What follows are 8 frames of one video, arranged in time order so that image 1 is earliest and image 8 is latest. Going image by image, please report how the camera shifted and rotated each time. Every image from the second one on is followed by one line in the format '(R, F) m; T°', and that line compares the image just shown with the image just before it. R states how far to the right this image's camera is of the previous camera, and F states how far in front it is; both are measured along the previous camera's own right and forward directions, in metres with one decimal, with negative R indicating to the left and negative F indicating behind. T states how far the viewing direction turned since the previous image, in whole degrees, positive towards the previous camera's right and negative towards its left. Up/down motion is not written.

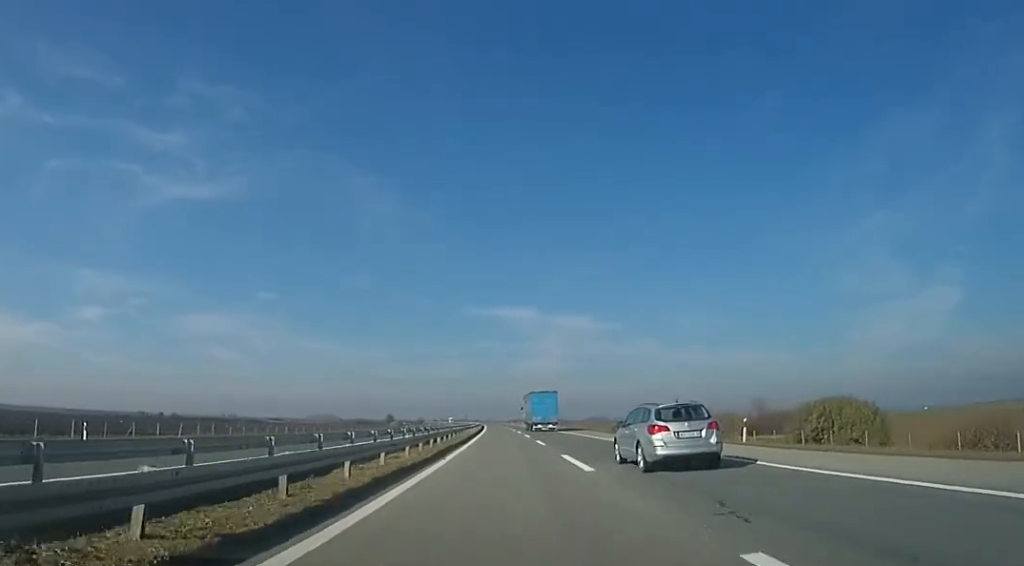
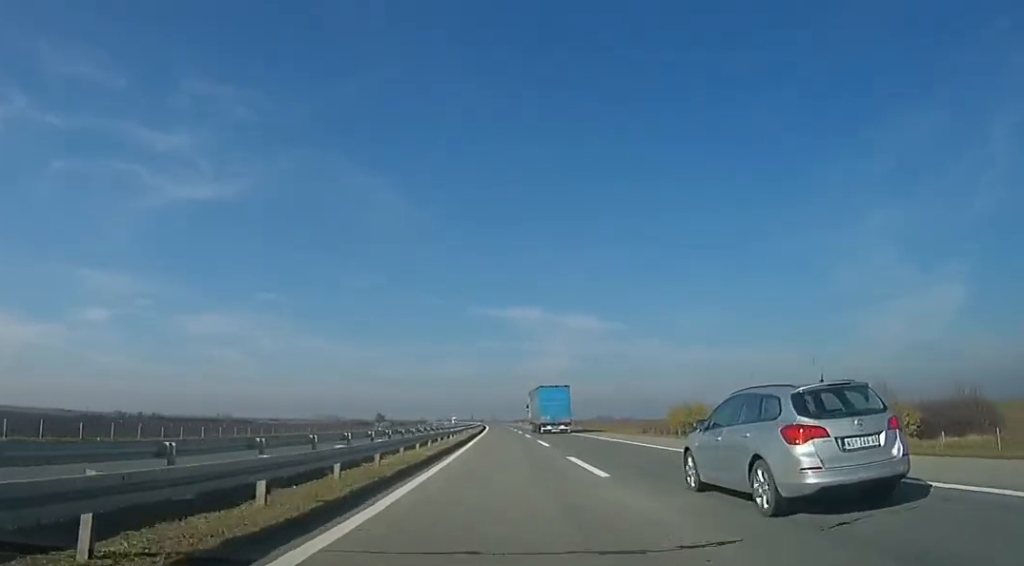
(-0.2, +32.5) m; 0°
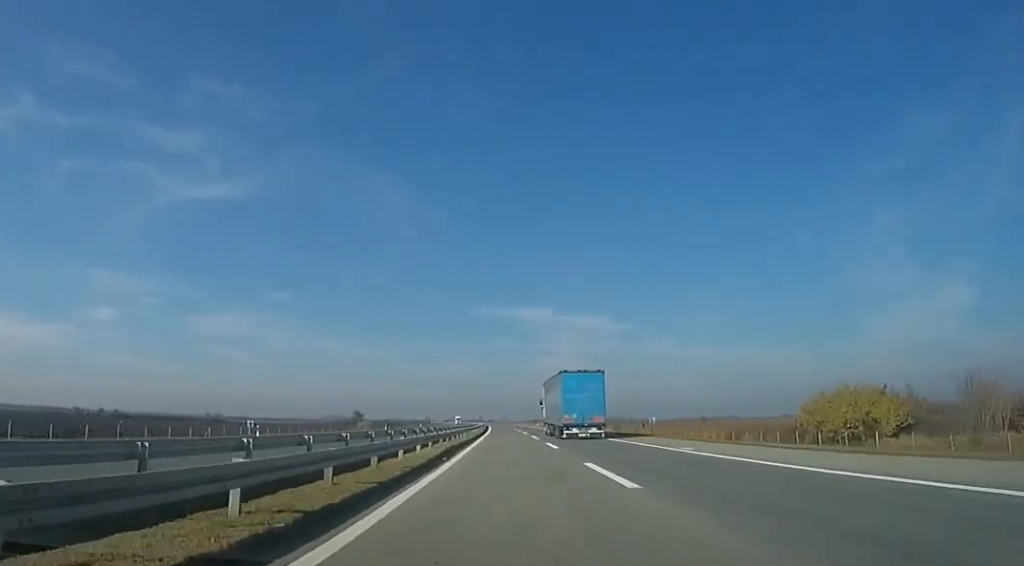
(-0.1, +48.9) m; -1°
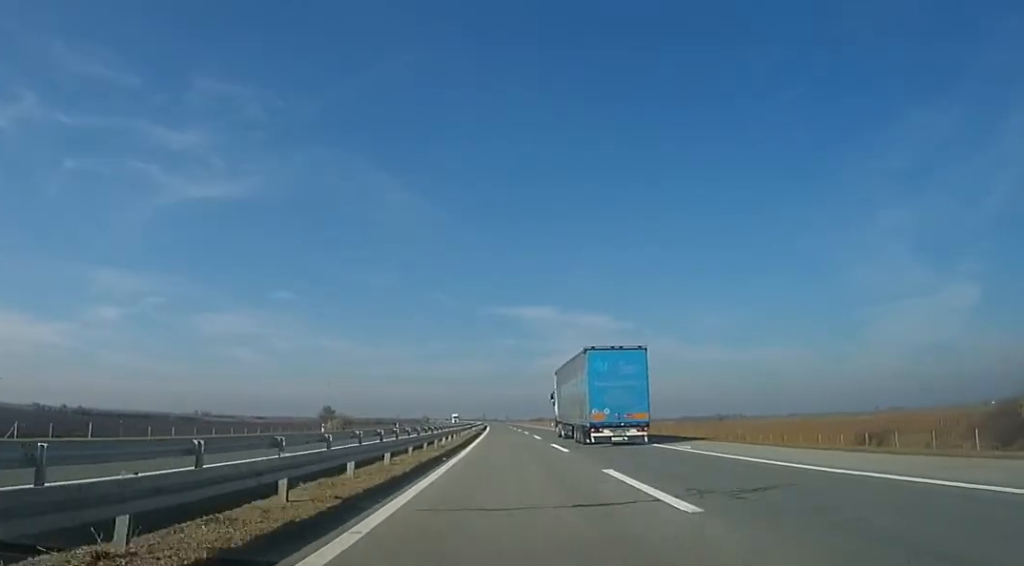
(-0.3, +34.5) m; 0°
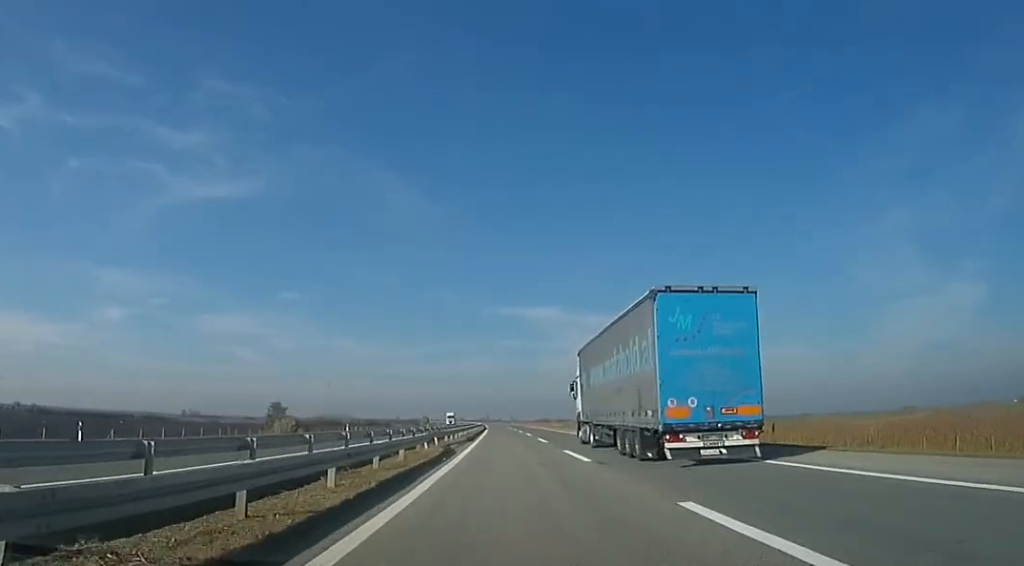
(+0.5, +37.8) m; +1°
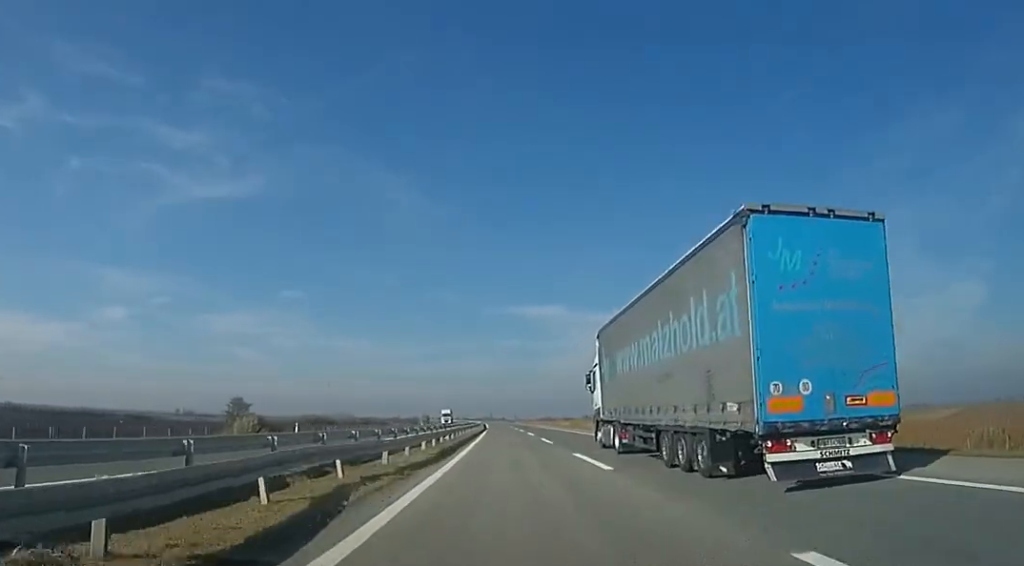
(0.0, +19.1) m; 0°
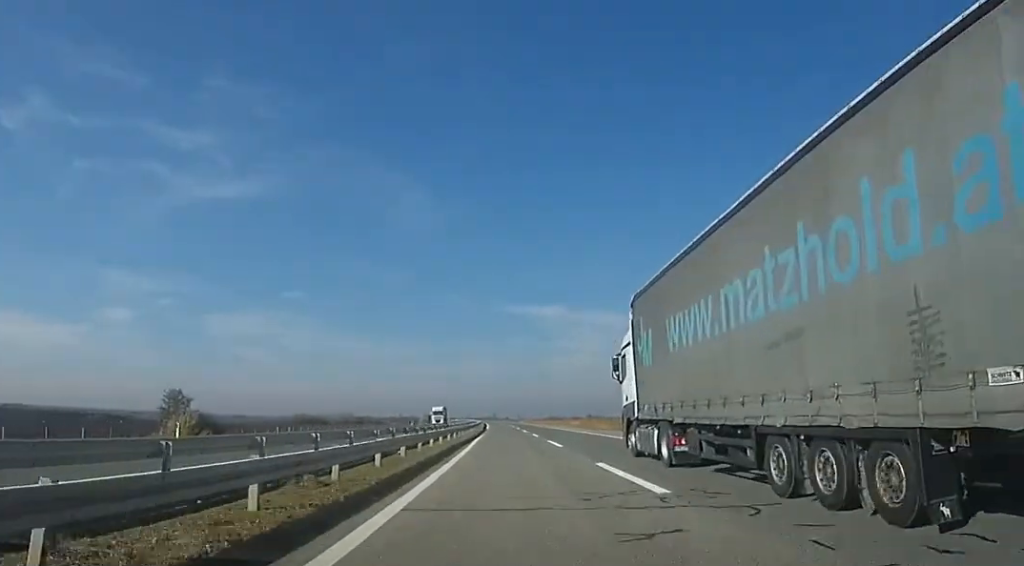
(0.0, +21.2) m; -1°
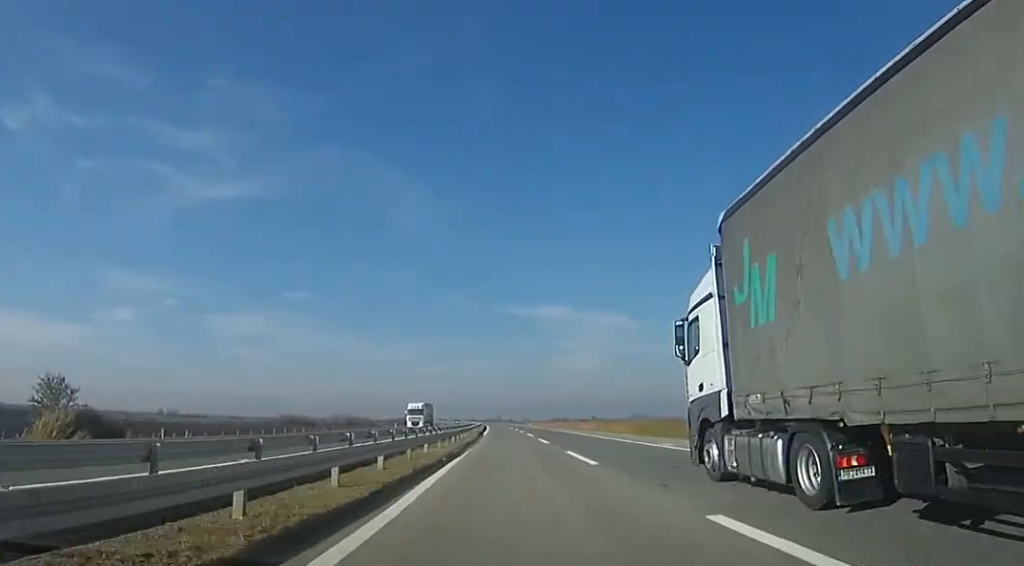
(+0.1, +24.9) m; -2°
